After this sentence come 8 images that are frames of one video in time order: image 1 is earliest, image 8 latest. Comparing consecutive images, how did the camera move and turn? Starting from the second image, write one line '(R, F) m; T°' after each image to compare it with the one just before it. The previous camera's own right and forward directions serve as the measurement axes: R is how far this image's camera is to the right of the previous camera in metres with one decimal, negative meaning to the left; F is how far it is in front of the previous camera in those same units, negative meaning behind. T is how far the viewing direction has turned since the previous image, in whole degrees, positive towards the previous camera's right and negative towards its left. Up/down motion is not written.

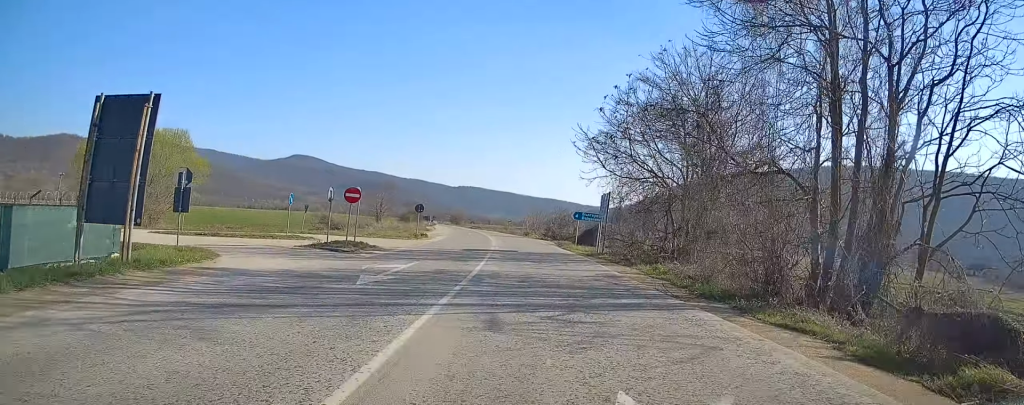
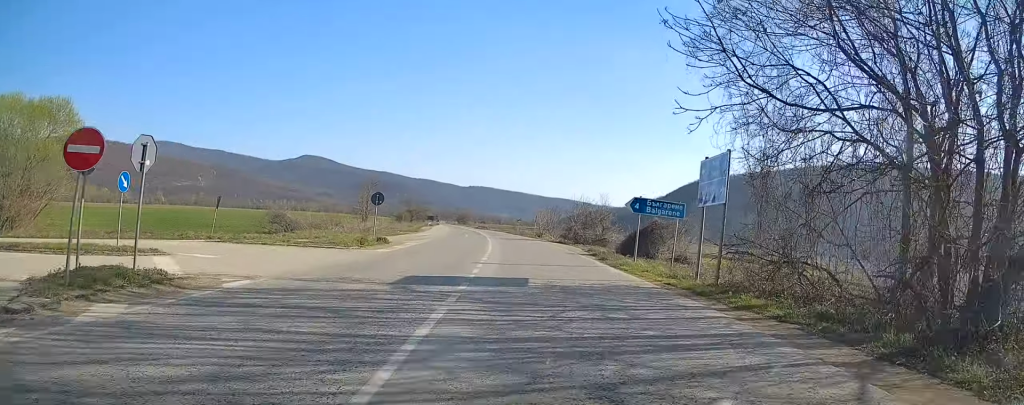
(-0.2, +15.8) m; -1°
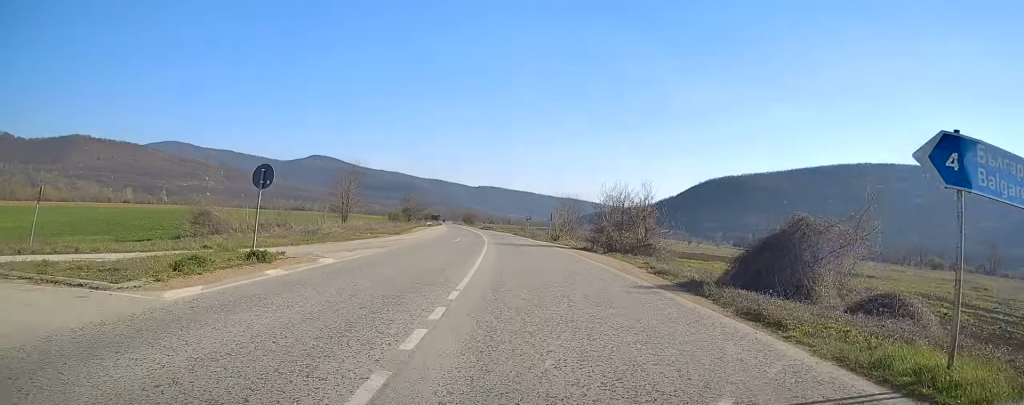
(0.0, +14.3) m; -1°
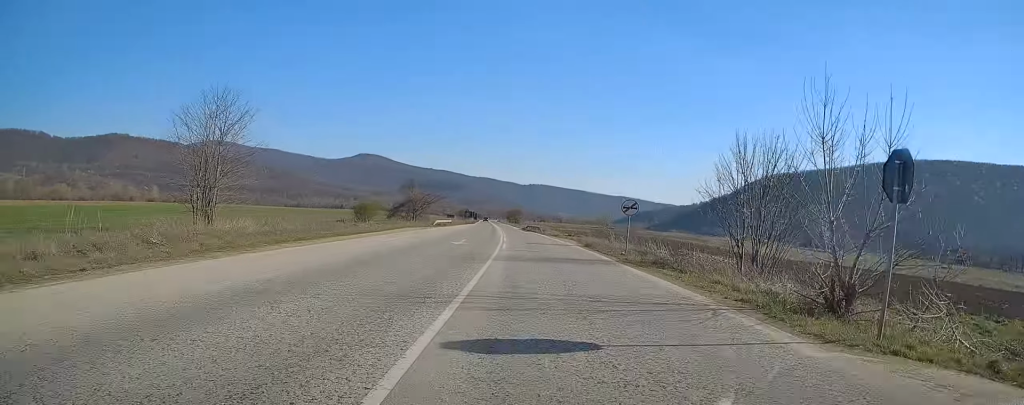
(-1.1, +43.3) m; -4°
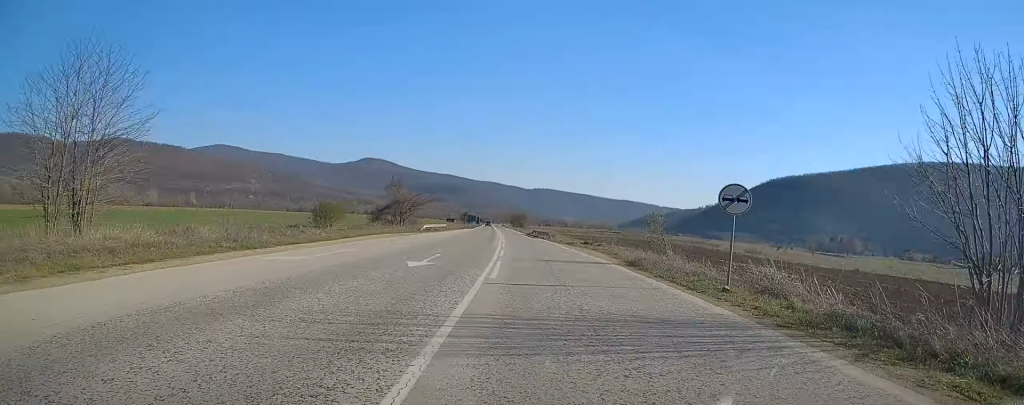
(-0.2, +12.4) m; -1°
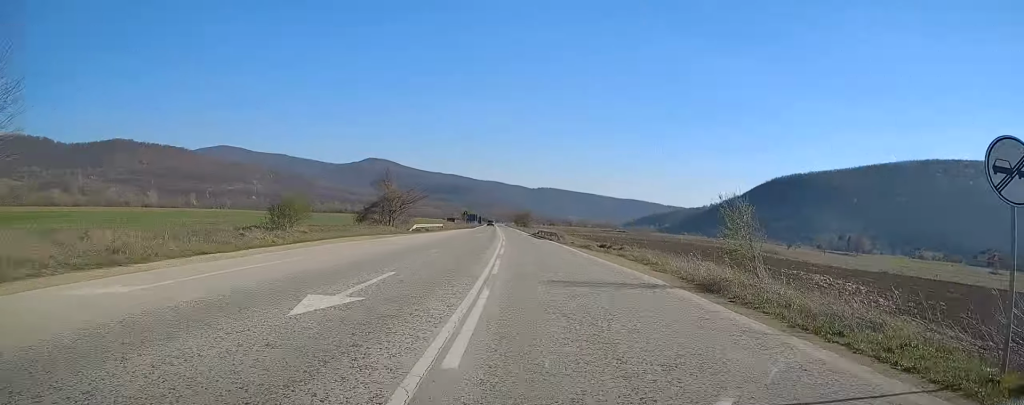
(0.0, +8.1) m; -1°
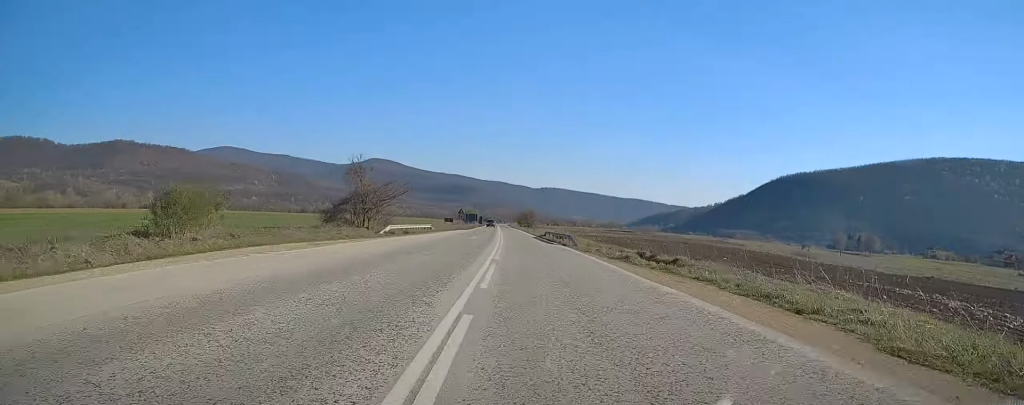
(-0.1, +12.2) m; 0°
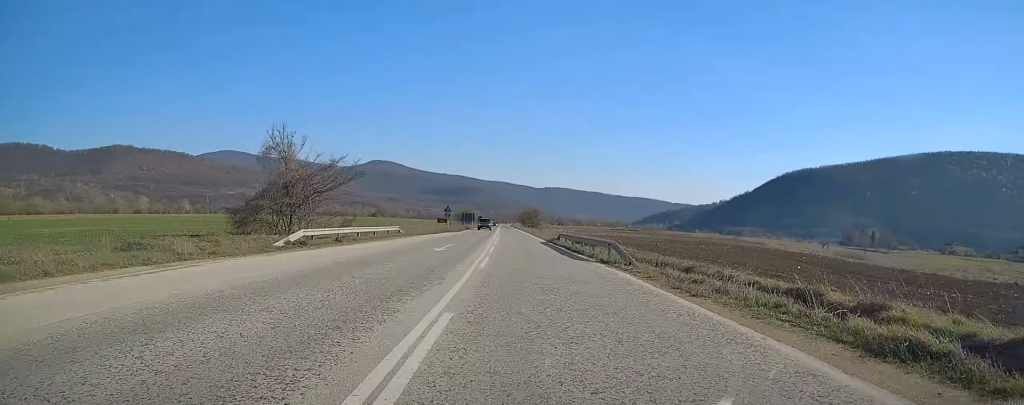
(-0.1, +17.9) m; 0°
